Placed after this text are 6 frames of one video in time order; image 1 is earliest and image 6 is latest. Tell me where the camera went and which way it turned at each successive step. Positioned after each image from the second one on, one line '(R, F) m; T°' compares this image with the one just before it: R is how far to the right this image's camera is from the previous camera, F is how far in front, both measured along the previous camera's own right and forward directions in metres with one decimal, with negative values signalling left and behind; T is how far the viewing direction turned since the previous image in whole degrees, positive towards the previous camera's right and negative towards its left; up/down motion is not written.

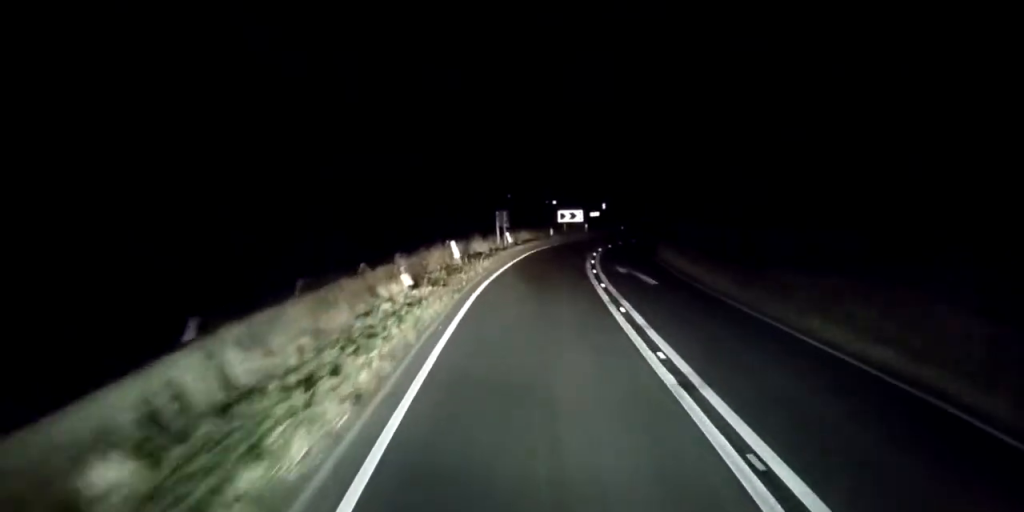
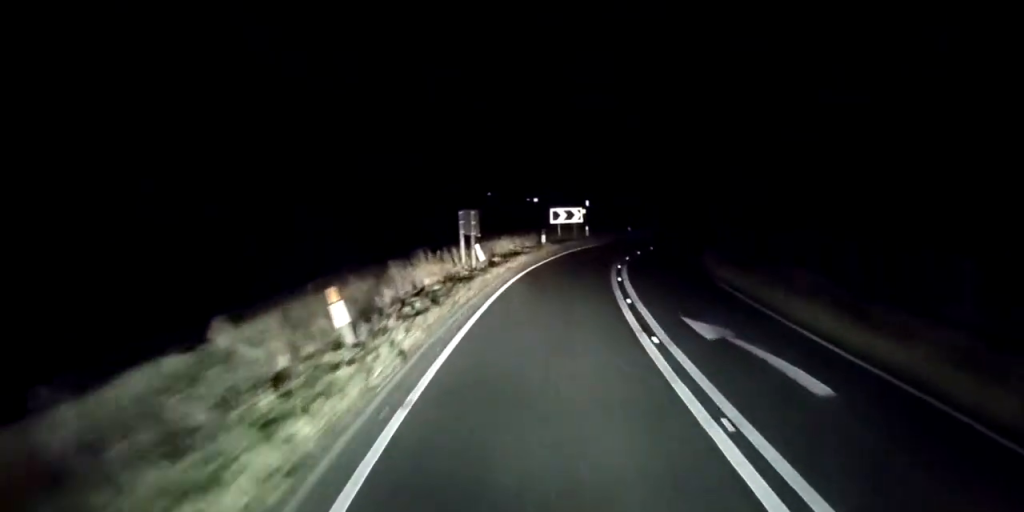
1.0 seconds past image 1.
(0.0, +13.3) m; 0°
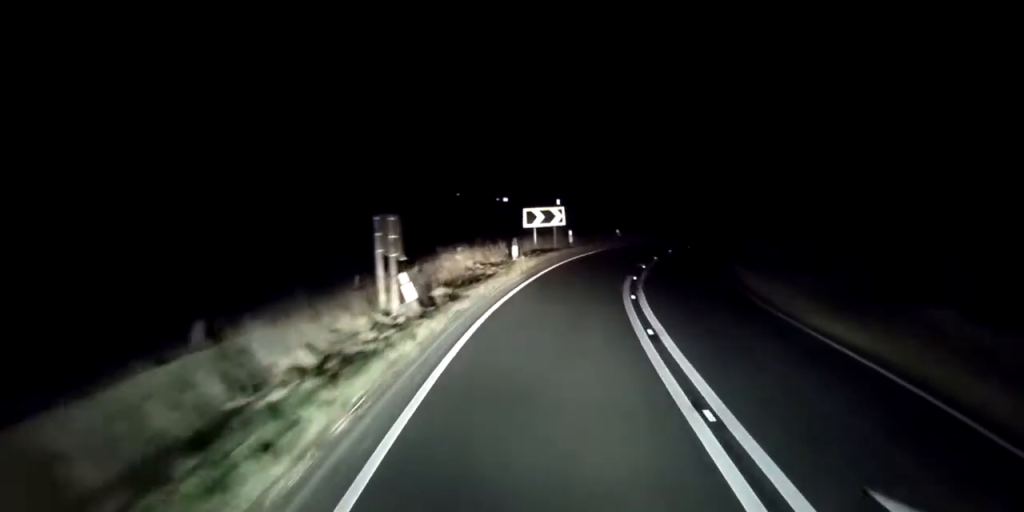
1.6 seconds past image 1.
(-0.1, +9.2) m; +4°
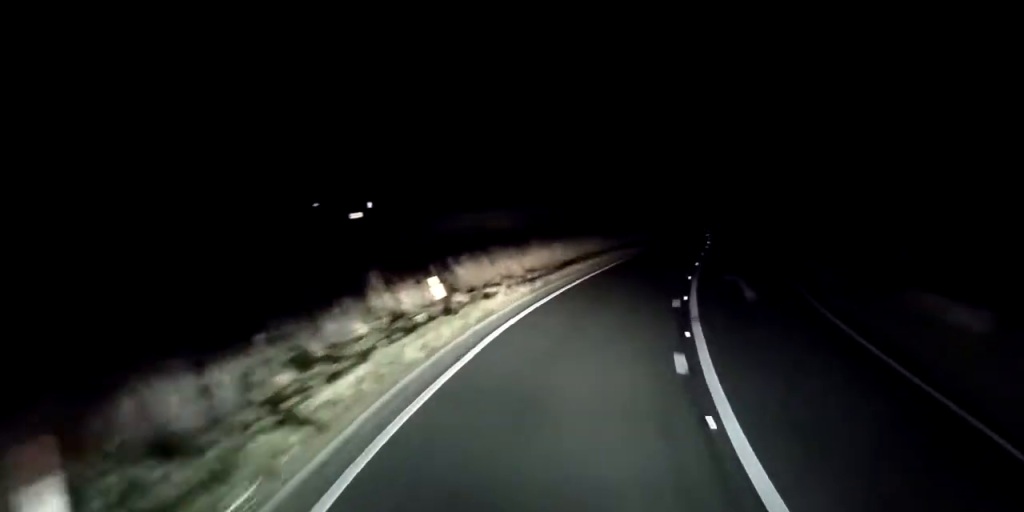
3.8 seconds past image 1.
(+6.0, +27.6) m; +21°
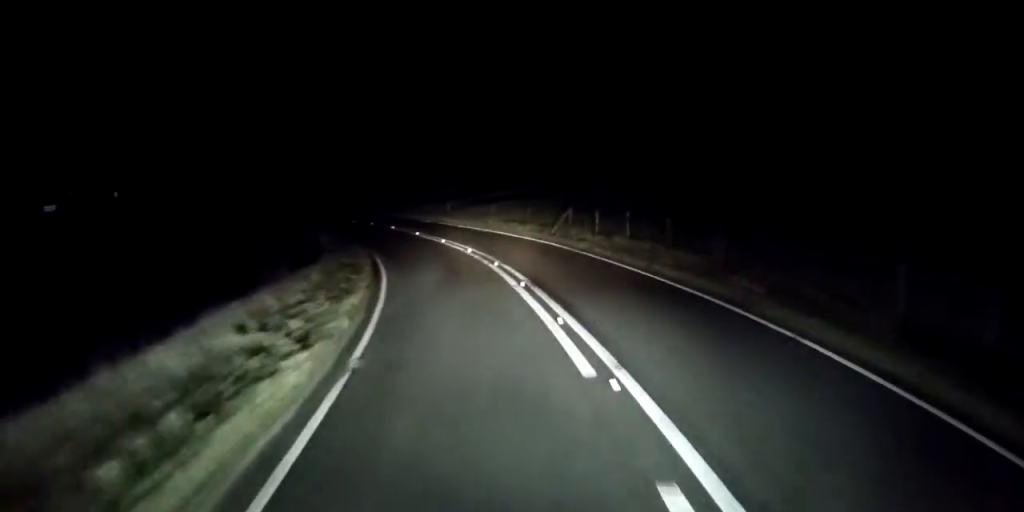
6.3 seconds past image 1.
(-0.7, +34.6) m; -3°
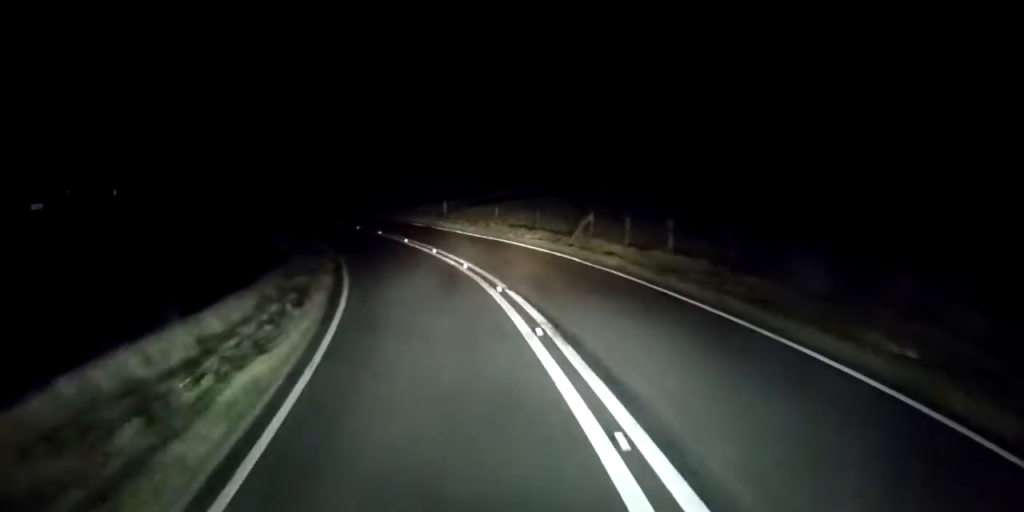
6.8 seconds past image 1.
(0.0, +5.7) m; 0°
